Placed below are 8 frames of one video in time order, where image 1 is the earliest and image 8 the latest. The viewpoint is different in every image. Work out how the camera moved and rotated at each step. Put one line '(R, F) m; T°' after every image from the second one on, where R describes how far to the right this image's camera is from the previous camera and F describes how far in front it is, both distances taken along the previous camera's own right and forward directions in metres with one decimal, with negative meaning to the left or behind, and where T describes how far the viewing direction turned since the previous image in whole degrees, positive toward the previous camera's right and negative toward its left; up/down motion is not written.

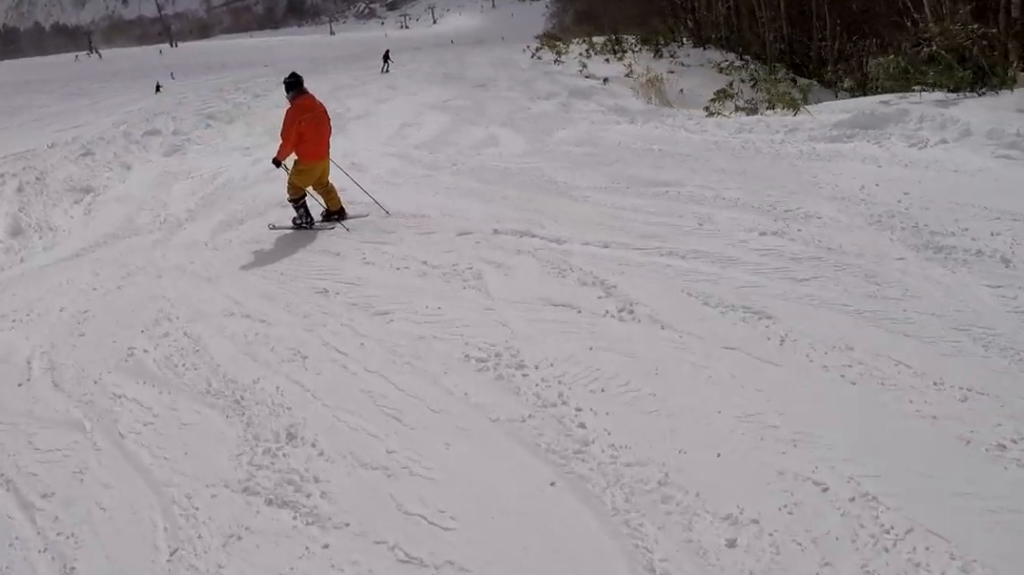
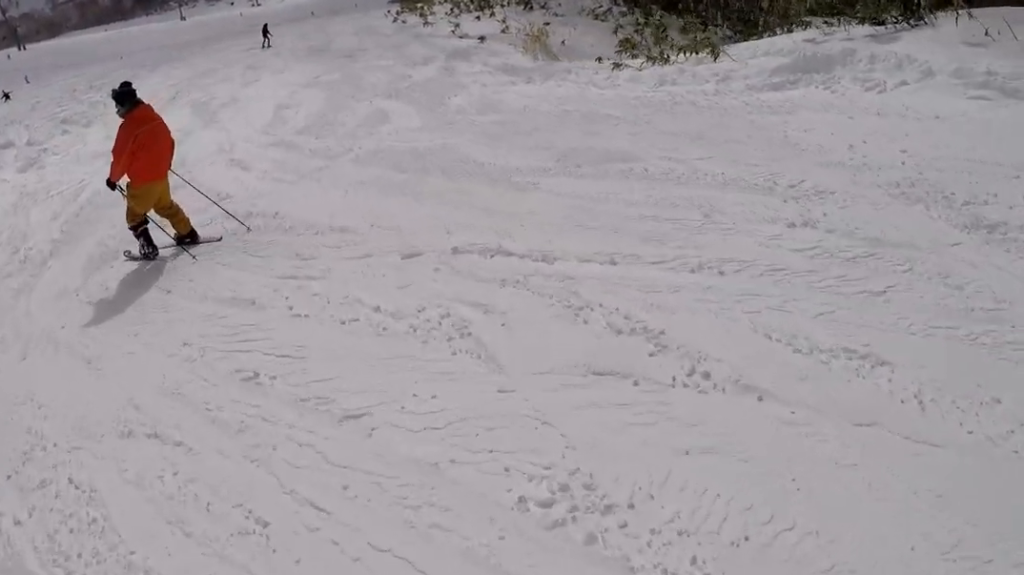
(+0.9, +1.9) m; +3°
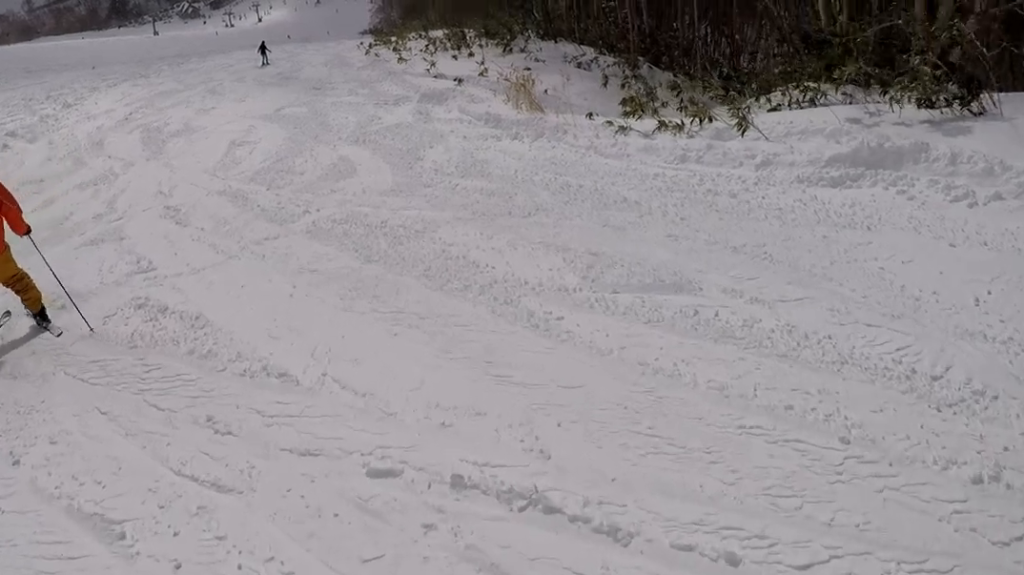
(-0.2, +2.4) m; -8°
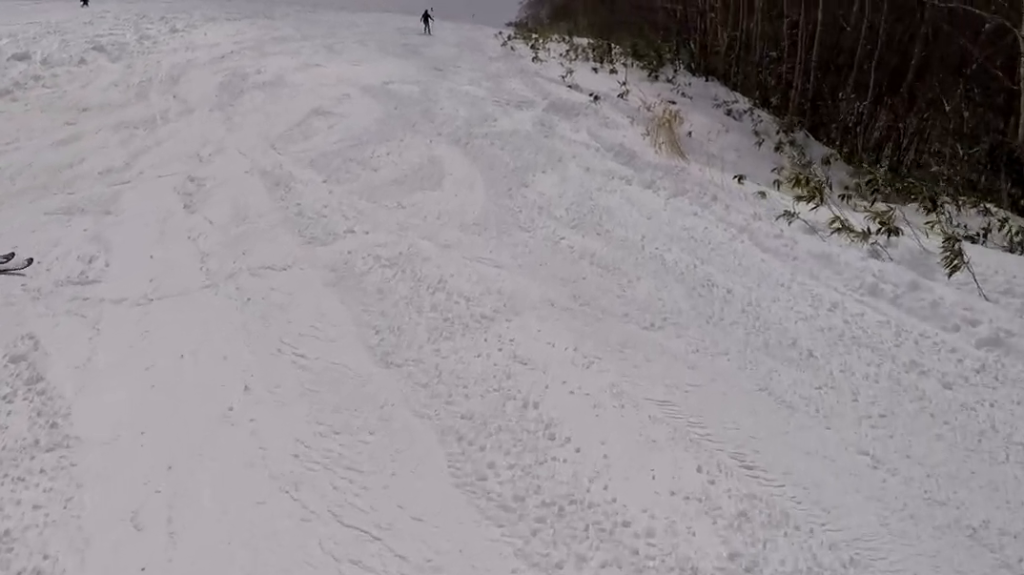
(-0.5, +2.5) m; -16°
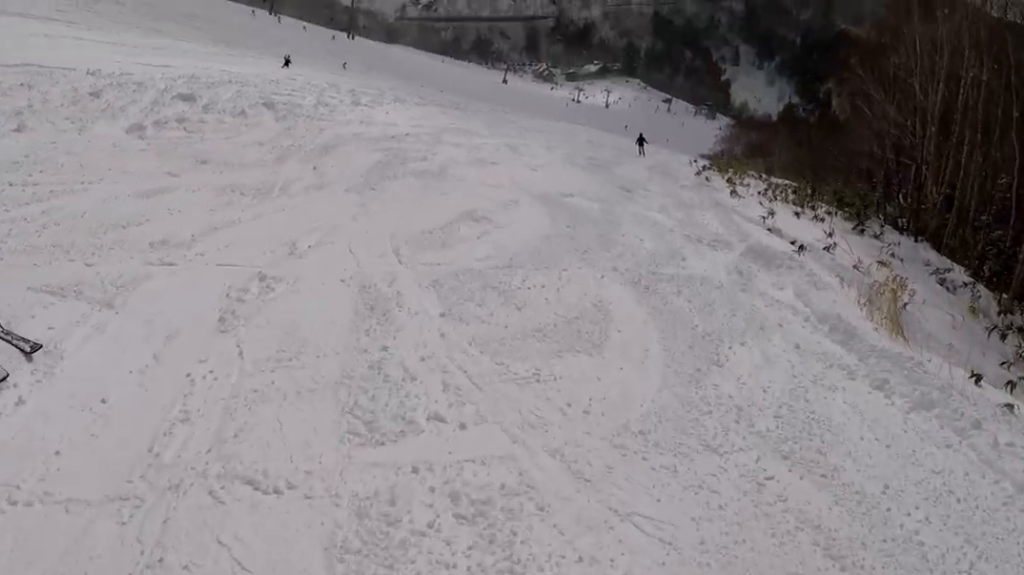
(-0.4, +2.6) m; -4°
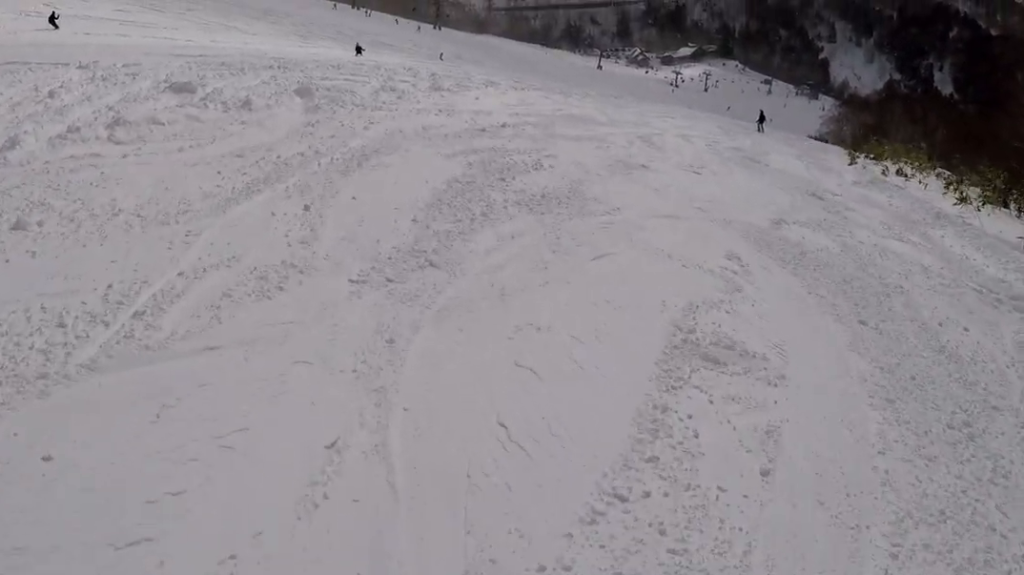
(+0.1, +5.8) m; +8°
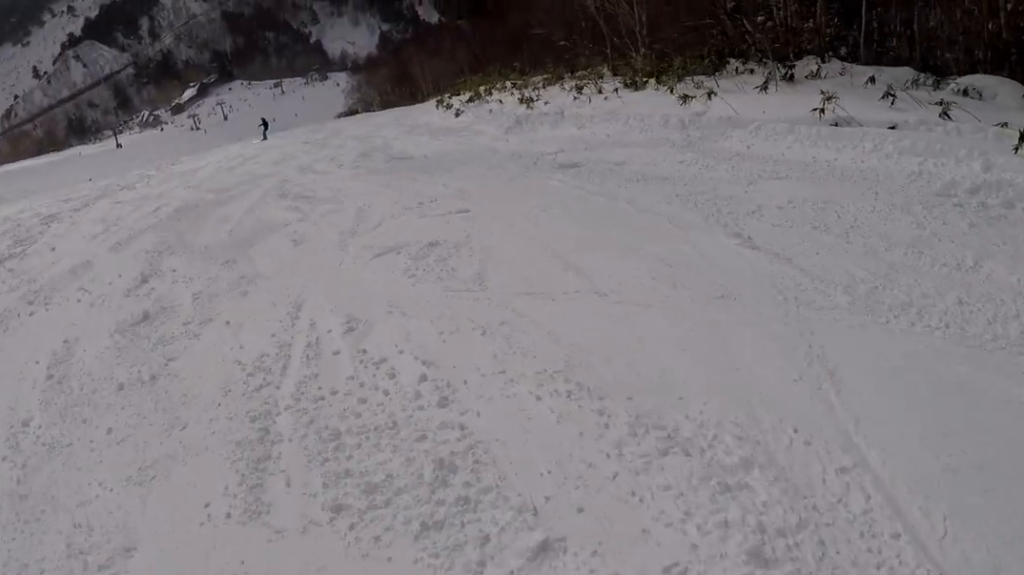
(+0.7, +6.4) m; +13°
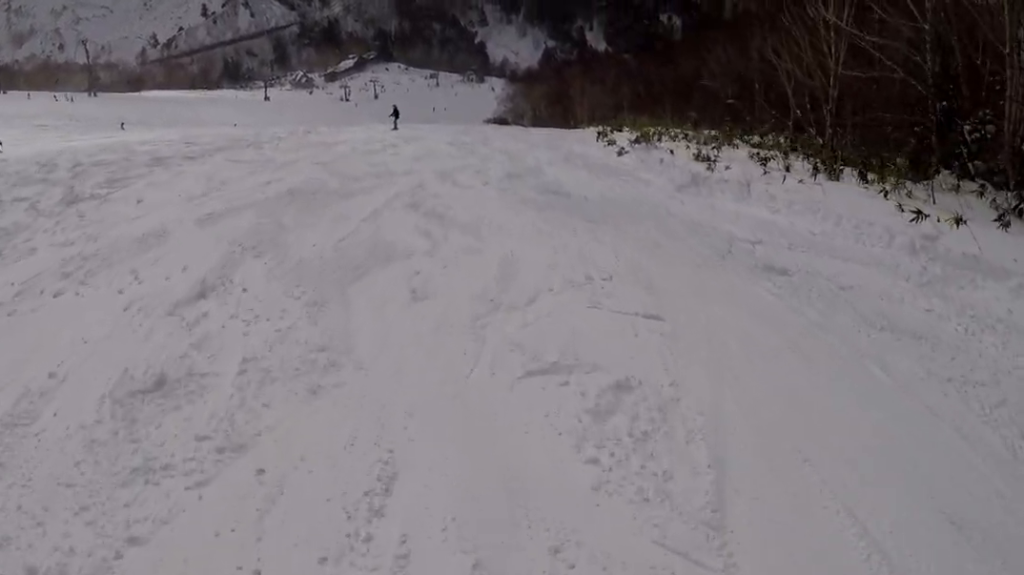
(+0.3, +2.2) m; -1°
